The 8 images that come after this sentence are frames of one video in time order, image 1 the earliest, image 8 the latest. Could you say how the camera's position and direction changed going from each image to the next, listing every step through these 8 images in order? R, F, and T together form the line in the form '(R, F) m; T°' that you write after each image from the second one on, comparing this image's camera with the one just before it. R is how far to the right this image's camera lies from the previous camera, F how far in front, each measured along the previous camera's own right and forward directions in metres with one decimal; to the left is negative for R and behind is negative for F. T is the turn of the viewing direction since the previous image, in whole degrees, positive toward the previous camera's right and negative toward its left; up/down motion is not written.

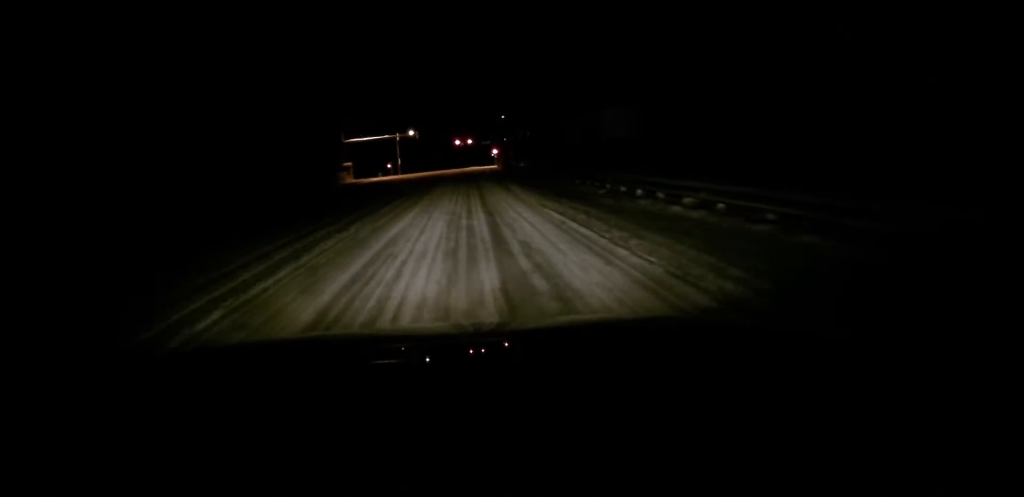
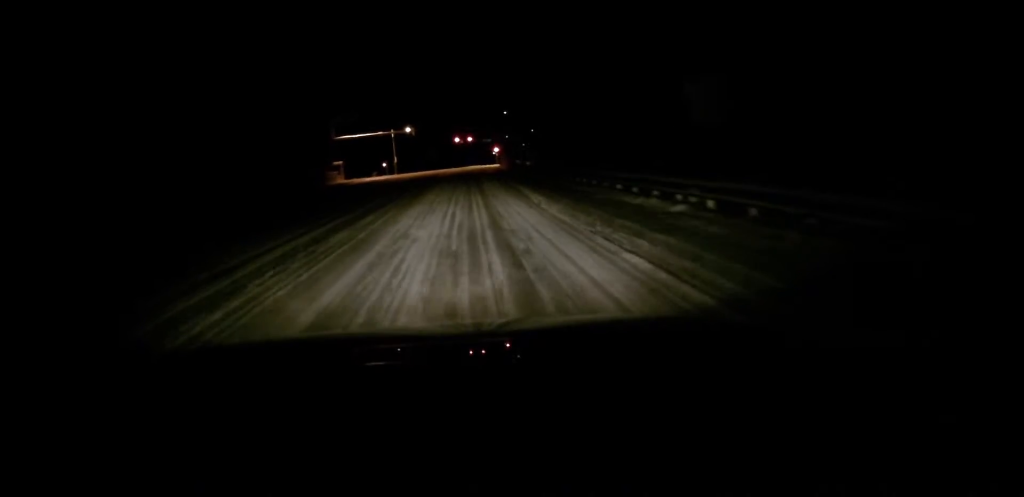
(-0.2, +7.9) m; 0°
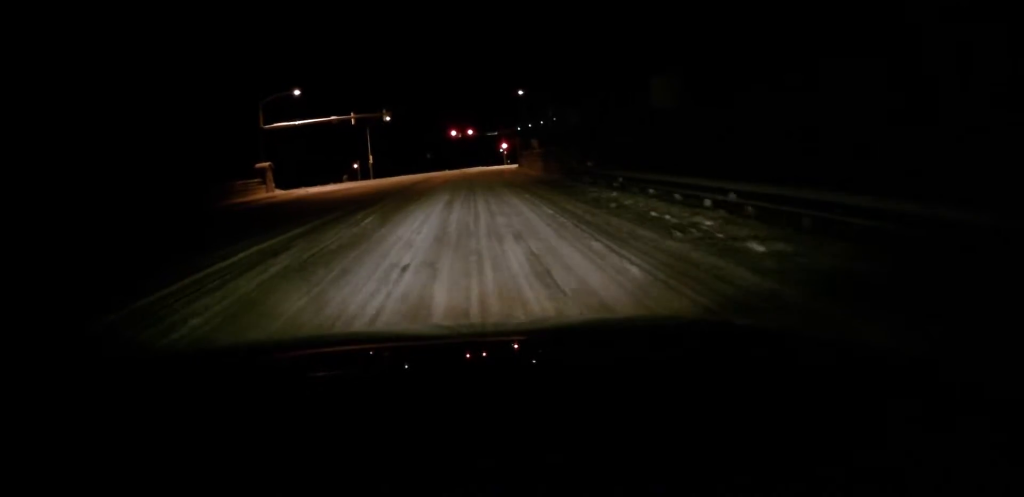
(+0.6, +34.8) m; +1°
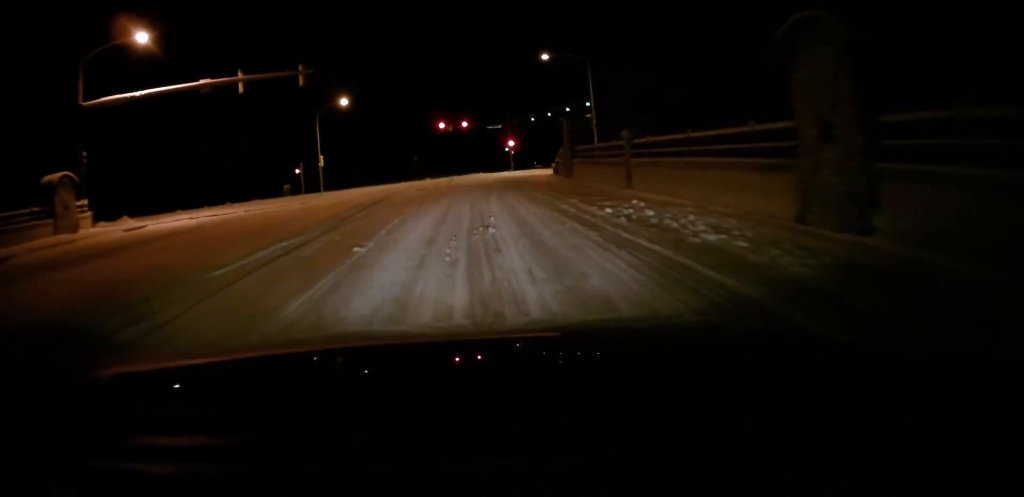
(-0.8, +31.4) m; -2°
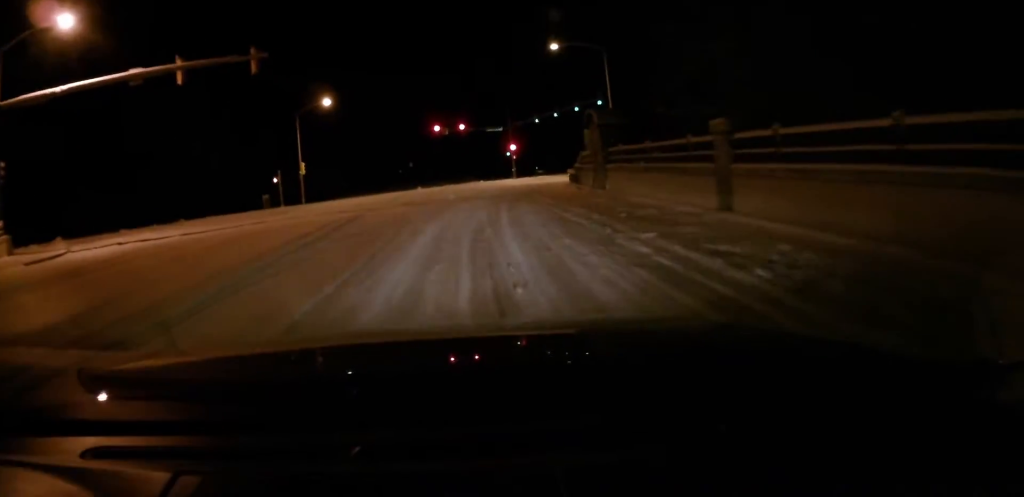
(+0.2, +7.3) m; +1°
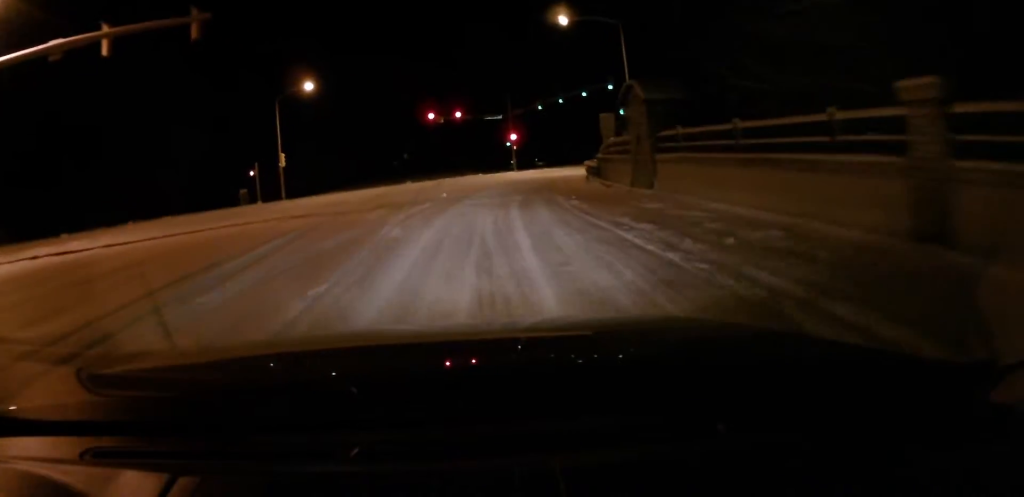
(+0.1, +6.0) m; +1°
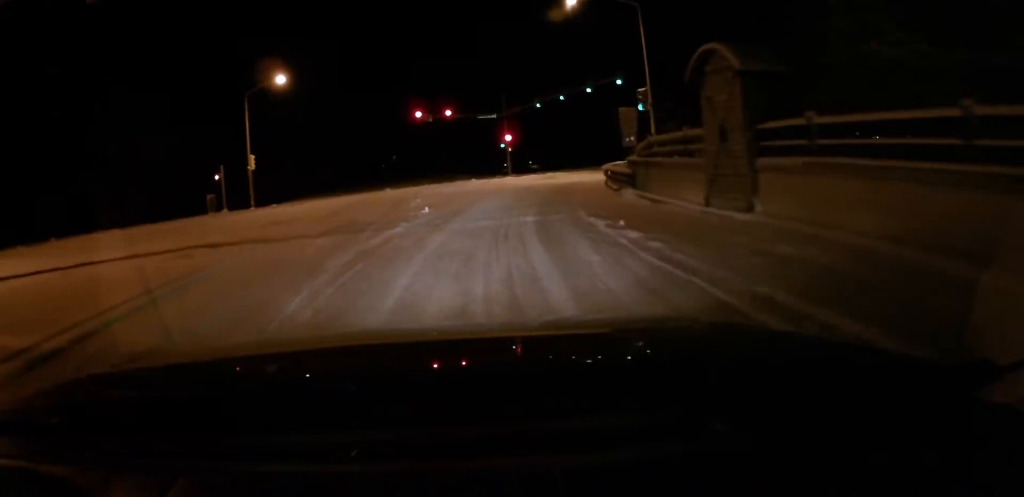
(0.0, +6.0) m; +1°
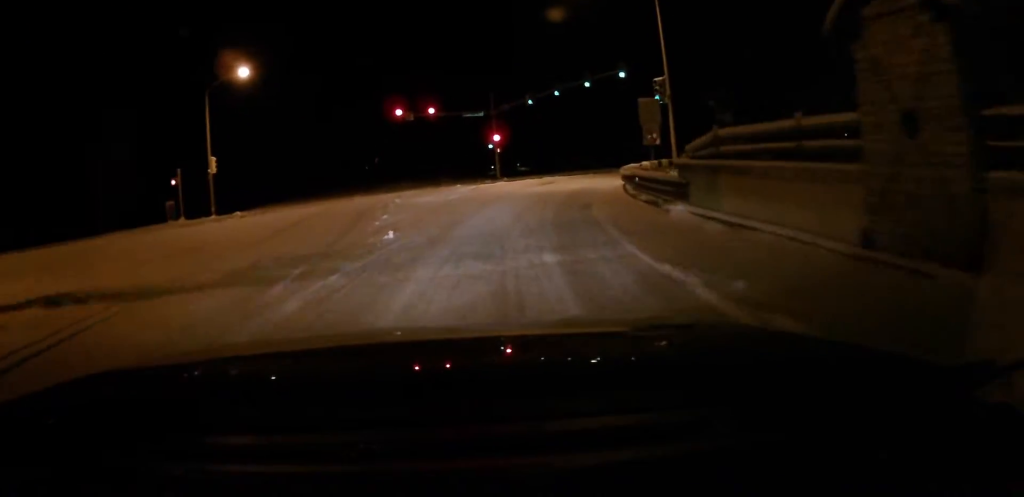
(-0.1, +5.6) m; +1°
